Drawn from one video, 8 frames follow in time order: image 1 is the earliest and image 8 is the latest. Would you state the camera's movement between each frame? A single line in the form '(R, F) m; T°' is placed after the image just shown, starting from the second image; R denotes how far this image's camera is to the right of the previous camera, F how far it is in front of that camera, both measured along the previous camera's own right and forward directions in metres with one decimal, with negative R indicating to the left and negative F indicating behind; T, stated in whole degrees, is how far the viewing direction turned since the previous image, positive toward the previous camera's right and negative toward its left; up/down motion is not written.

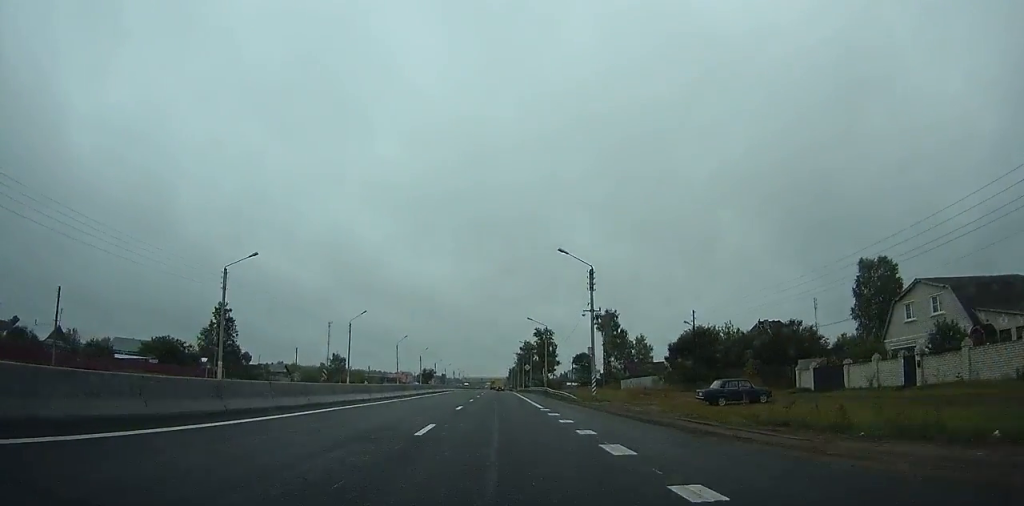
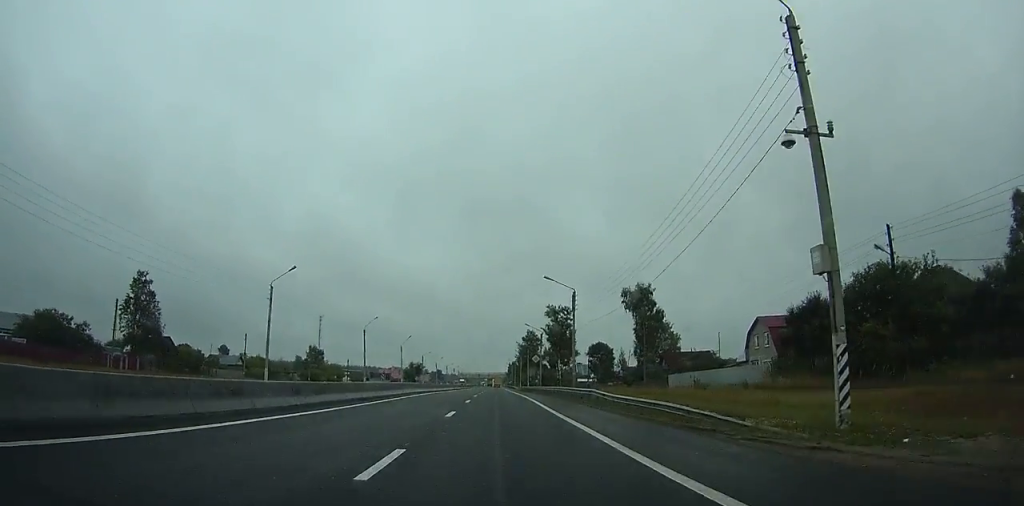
(-0.1, +29.7) m; 0°
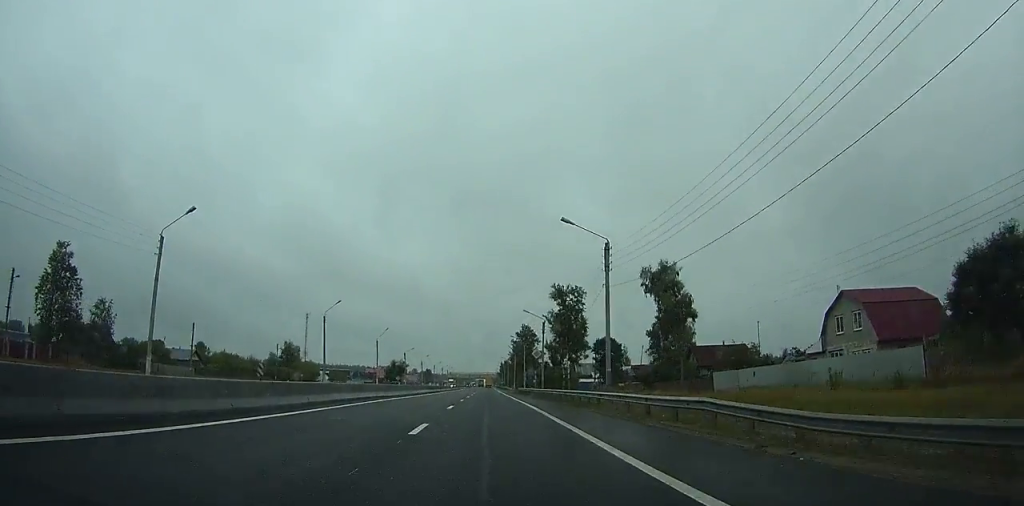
(+0.1, +17.7) m; +1°
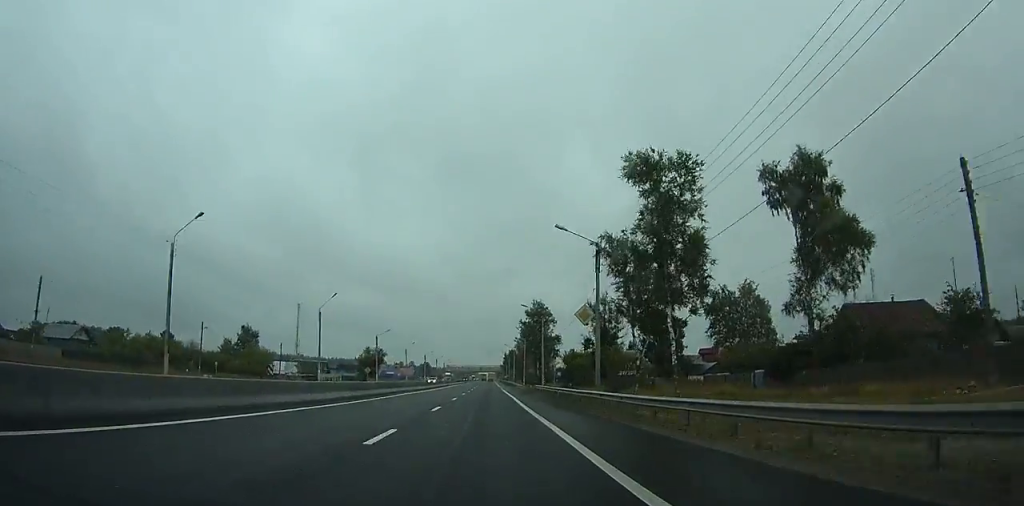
(+0.3, +31.9) m; +1°
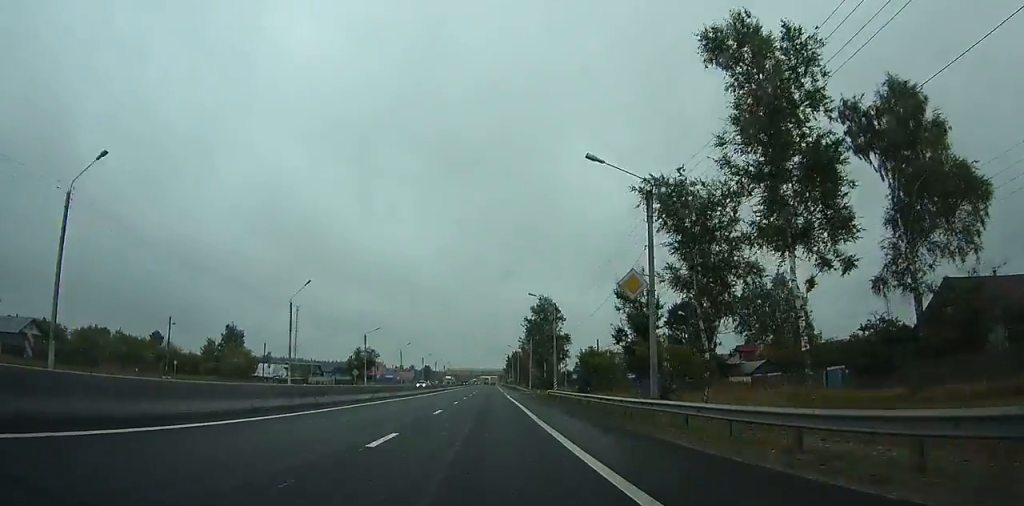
(0.0, +9.1) m; 0°
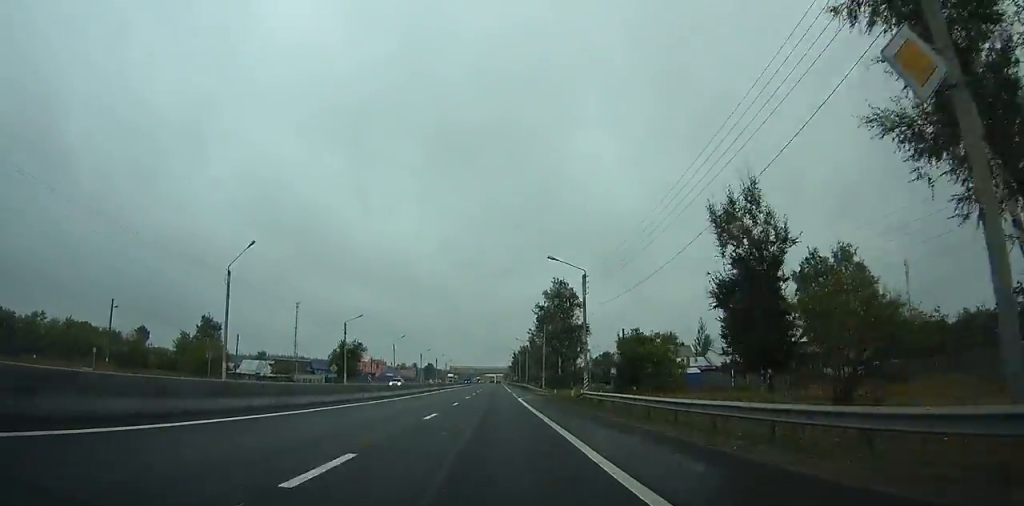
(+0.1, +13.6) m; 0°
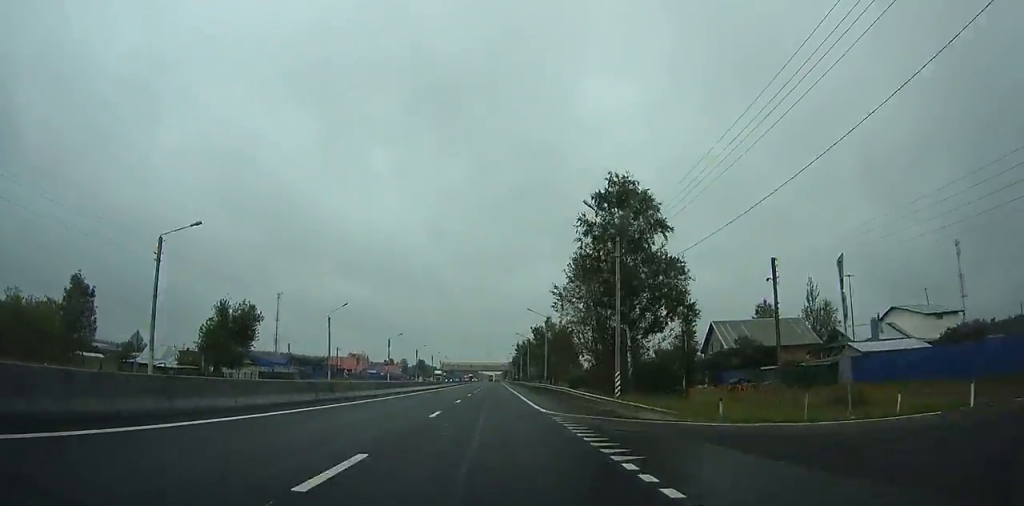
(-0.1, +41.3) m; -1°
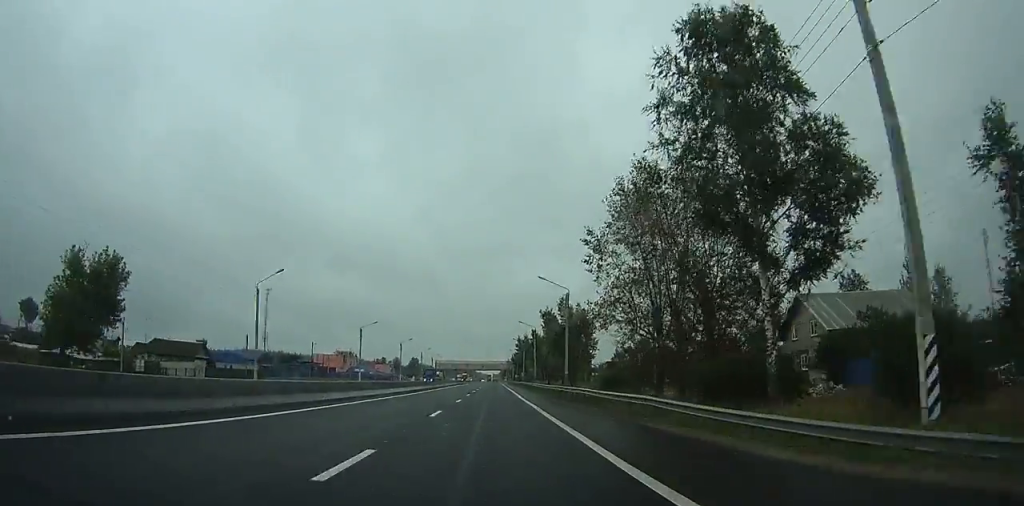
(-0.1, +22.5) m; 0°
